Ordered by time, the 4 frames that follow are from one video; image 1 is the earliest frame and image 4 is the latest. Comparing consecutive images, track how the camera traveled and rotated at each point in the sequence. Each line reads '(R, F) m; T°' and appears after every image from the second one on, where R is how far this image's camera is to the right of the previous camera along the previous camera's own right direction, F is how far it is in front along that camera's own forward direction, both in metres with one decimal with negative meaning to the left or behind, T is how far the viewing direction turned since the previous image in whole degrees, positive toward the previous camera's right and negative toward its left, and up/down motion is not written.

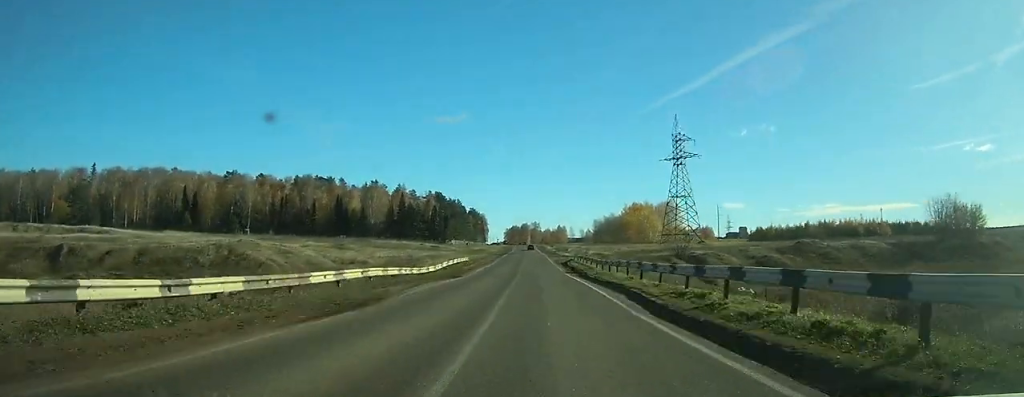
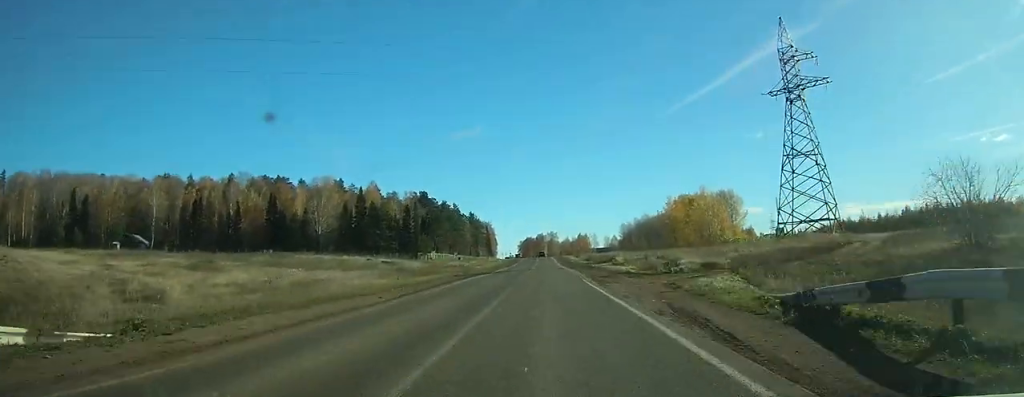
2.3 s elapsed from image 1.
(-1.8, +59.0) m; -2°
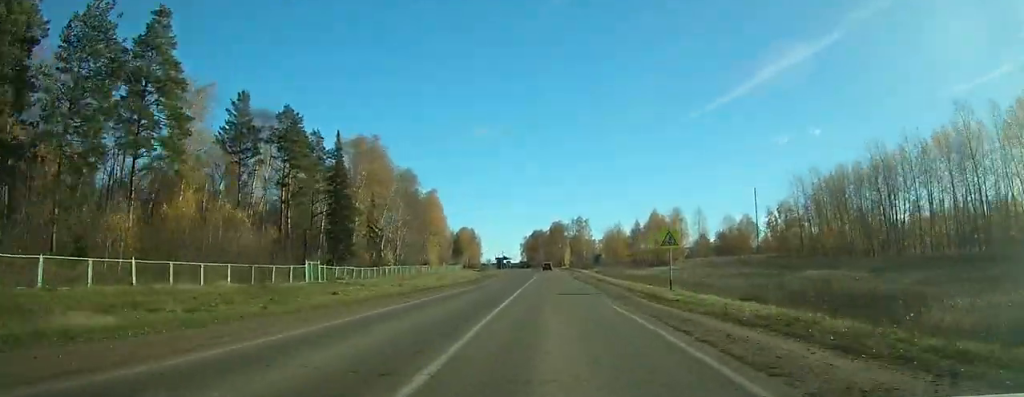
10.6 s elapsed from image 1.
(-2.9, +198.0) m; -1°
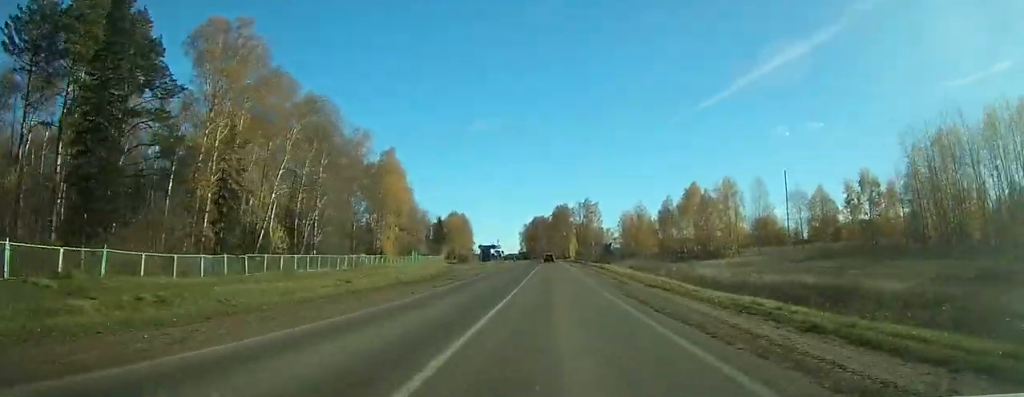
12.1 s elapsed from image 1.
(-0.2, +33.3) m; 0°
